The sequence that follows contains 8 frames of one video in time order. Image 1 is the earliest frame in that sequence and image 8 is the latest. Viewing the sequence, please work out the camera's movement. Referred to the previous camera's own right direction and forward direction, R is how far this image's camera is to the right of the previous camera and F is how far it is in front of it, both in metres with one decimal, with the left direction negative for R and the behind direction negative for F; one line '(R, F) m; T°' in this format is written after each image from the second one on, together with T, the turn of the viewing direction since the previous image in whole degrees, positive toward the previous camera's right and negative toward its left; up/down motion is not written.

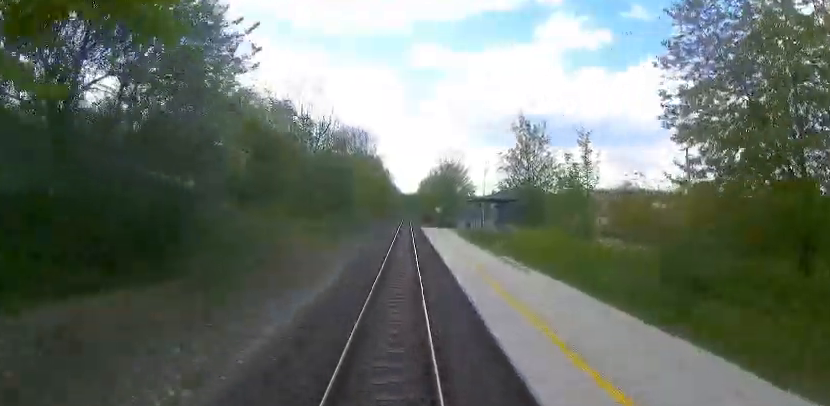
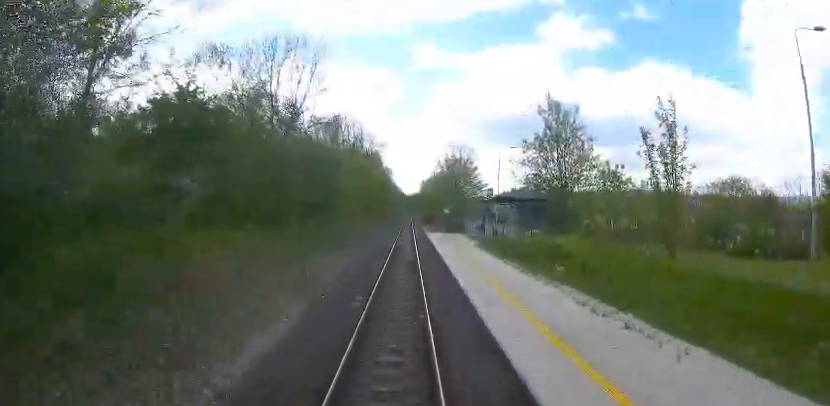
(0.0, +7.6) m; +1°
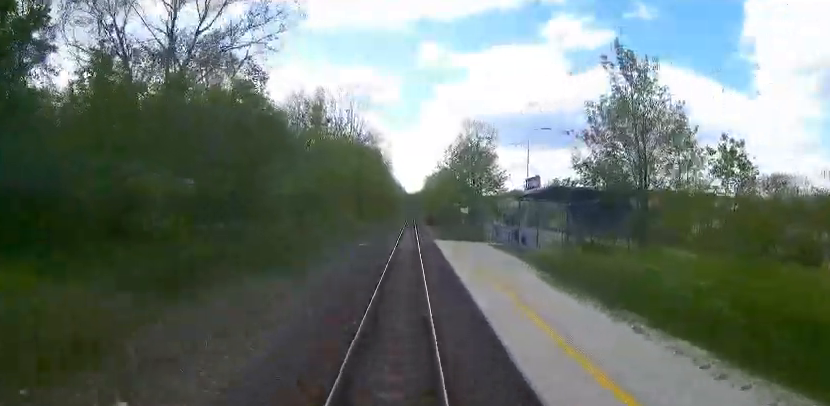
(+0.3, +11.1) m; 0°
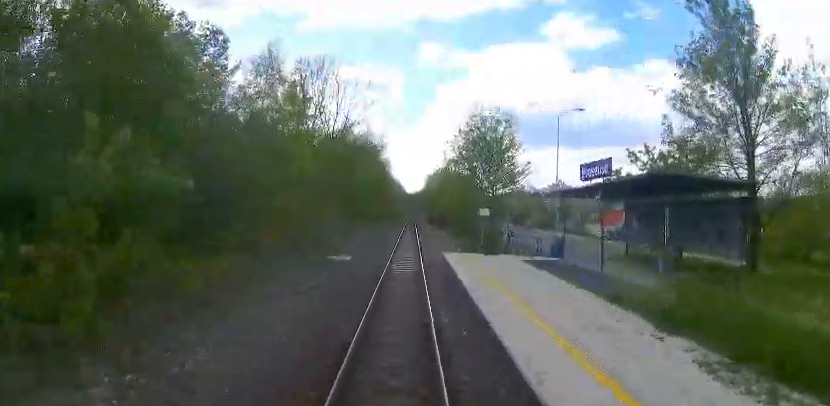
(-0.2, +7.7) m; -1°
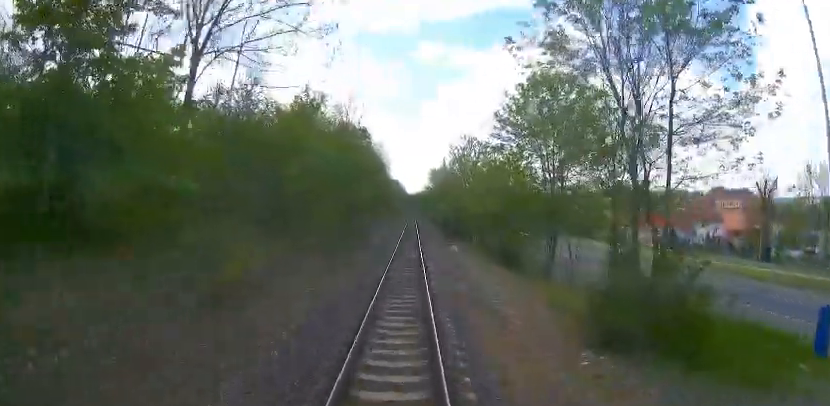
(-0.4, +21.3) m; -1°
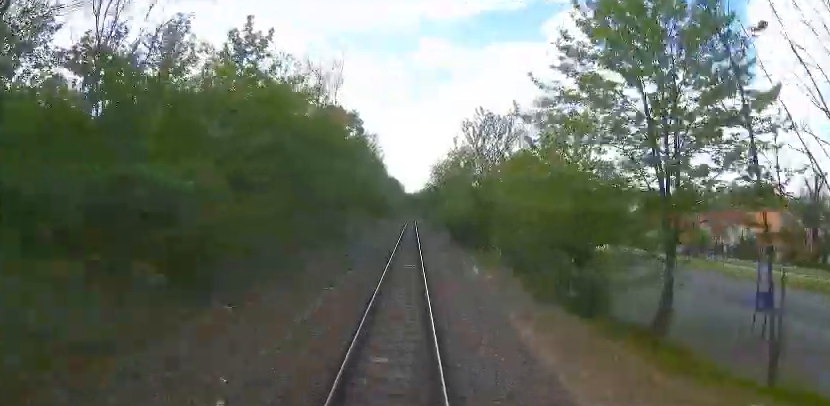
(+0.1, +9.8) m; 0°
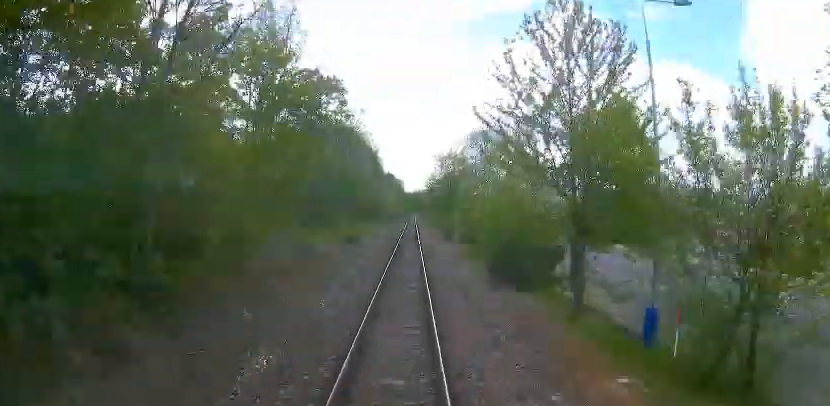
(0.0, +15.5) m; +1°
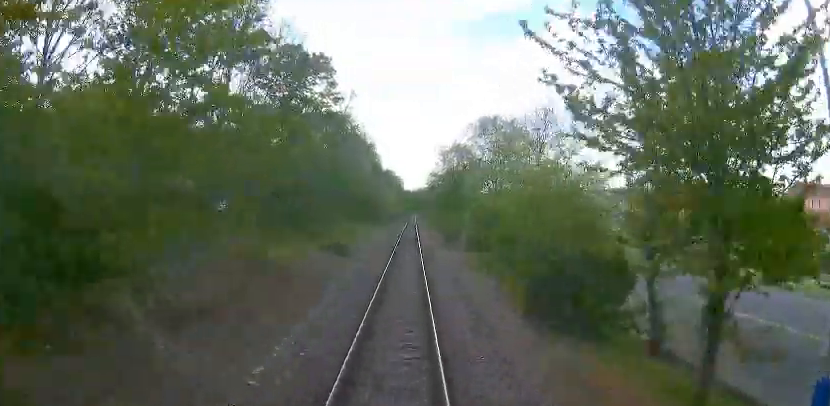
(0.0, +6.0) m; +1°
